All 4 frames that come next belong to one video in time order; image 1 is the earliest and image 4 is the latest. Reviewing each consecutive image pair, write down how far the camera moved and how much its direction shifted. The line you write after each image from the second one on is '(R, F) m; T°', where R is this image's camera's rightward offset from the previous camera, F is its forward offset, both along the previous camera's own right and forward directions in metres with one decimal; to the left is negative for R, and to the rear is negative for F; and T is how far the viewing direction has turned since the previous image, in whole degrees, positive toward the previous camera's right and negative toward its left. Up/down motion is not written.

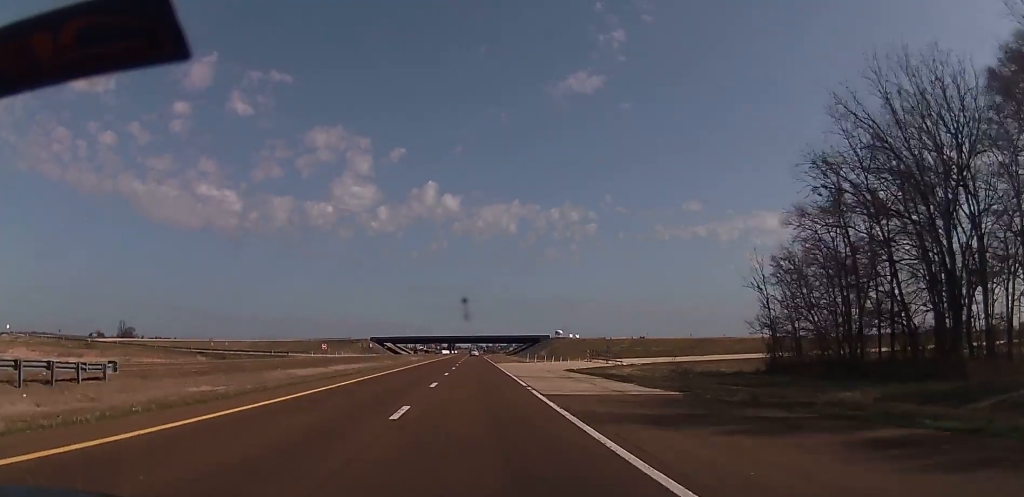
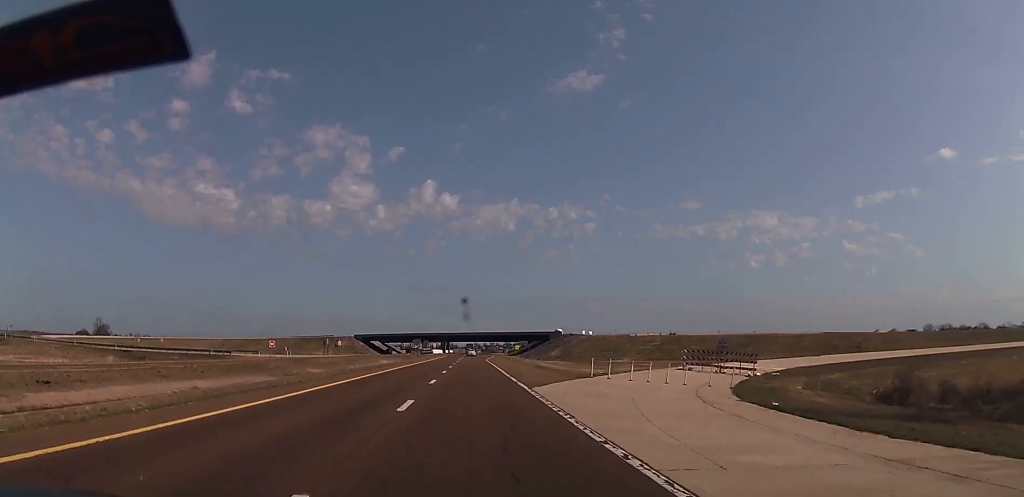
(0.0, +47.4) m; 0°
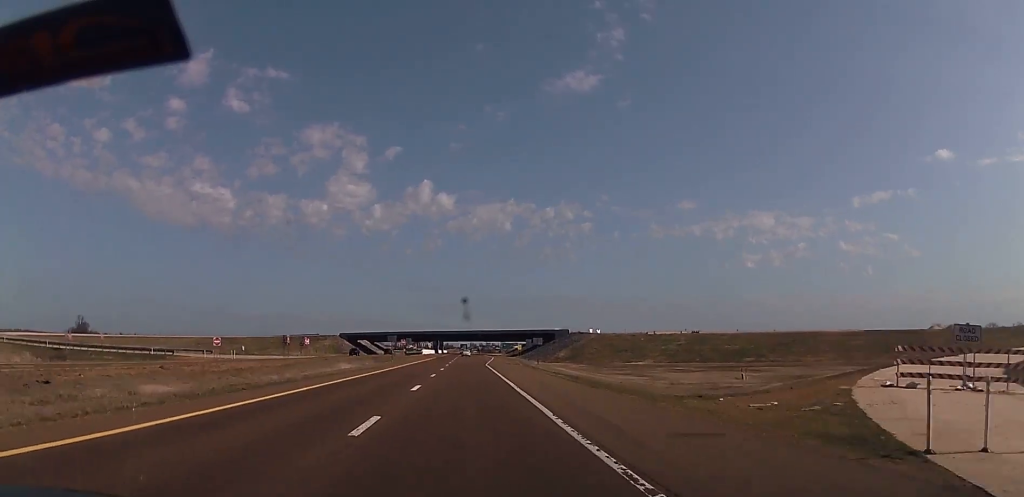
(-0.1, +29.4) m; 0°
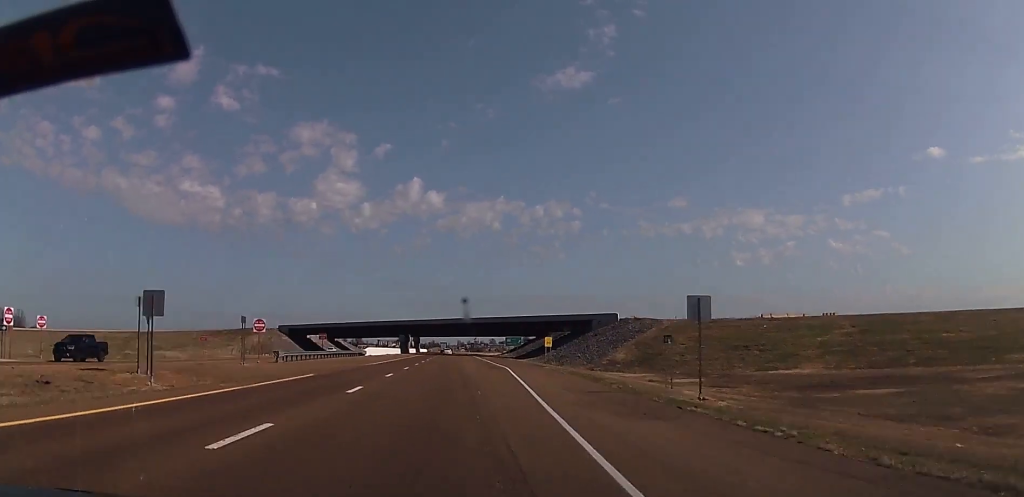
(+1.9, +88.9) m; 0°
